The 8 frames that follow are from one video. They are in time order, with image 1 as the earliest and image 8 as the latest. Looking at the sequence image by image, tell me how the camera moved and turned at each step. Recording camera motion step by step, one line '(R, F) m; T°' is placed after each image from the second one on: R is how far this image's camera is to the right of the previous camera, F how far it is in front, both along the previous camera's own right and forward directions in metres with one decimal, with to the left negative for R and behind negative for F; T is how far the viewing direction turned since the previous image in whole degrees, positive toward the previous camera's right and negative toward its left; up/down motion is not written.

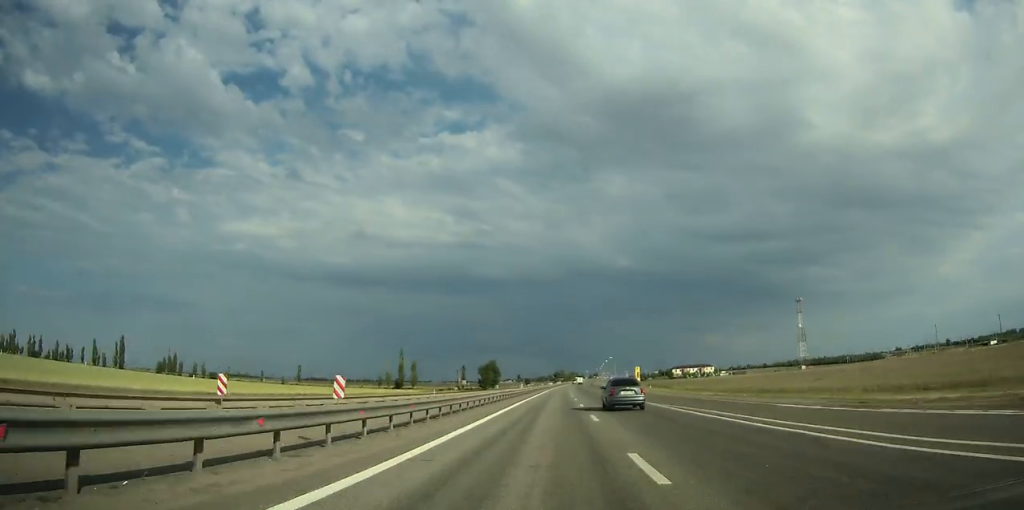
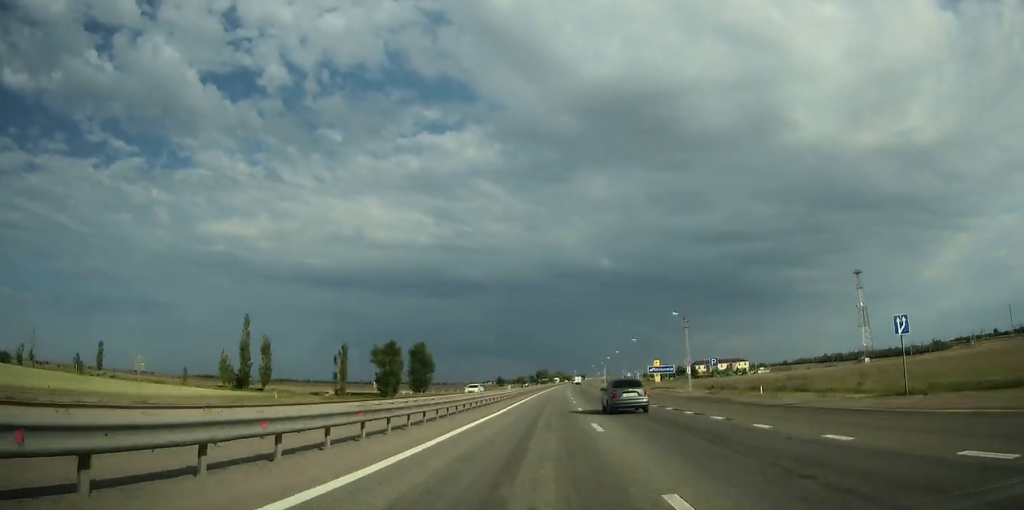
(+1.1, +114.9) m; +1°
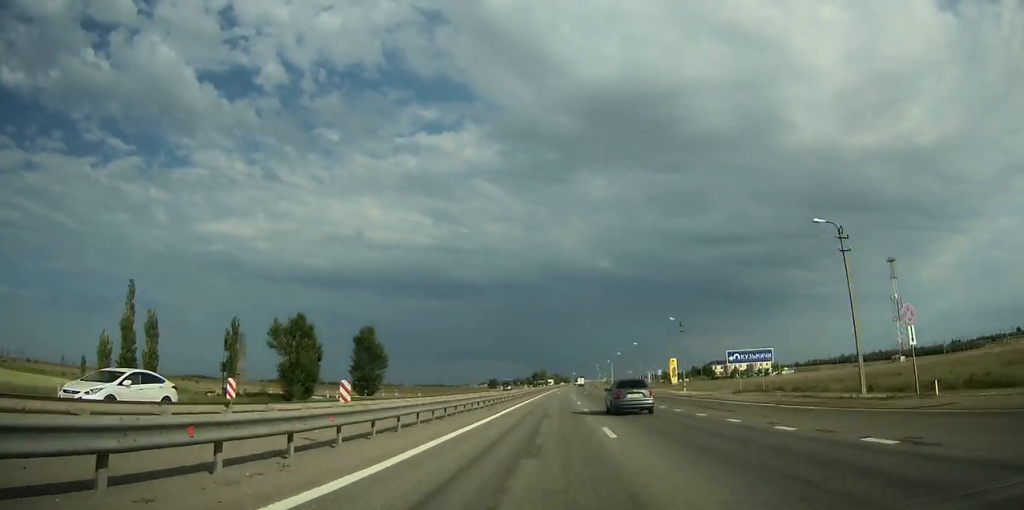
(+0.2, +38.7) m; 0°
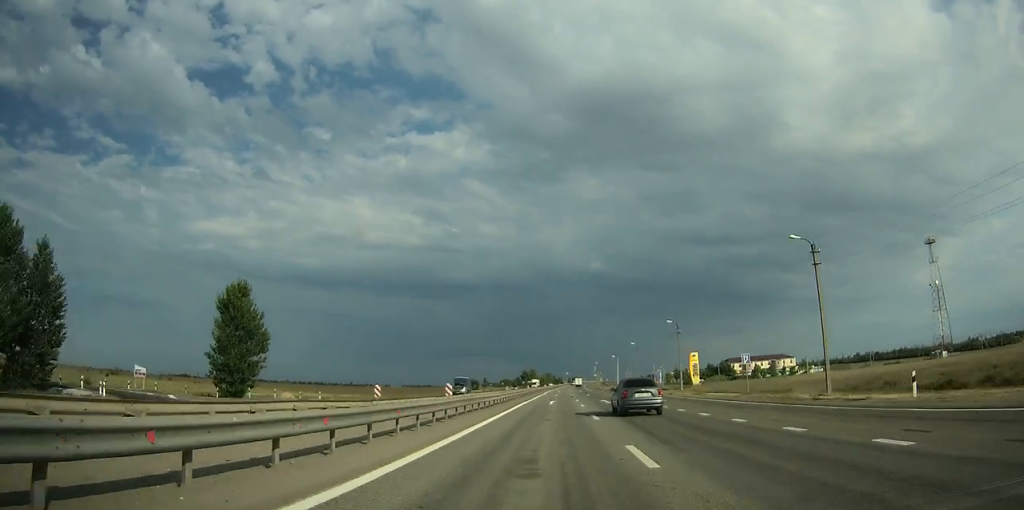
(+0.1, +41.4) m; 0°
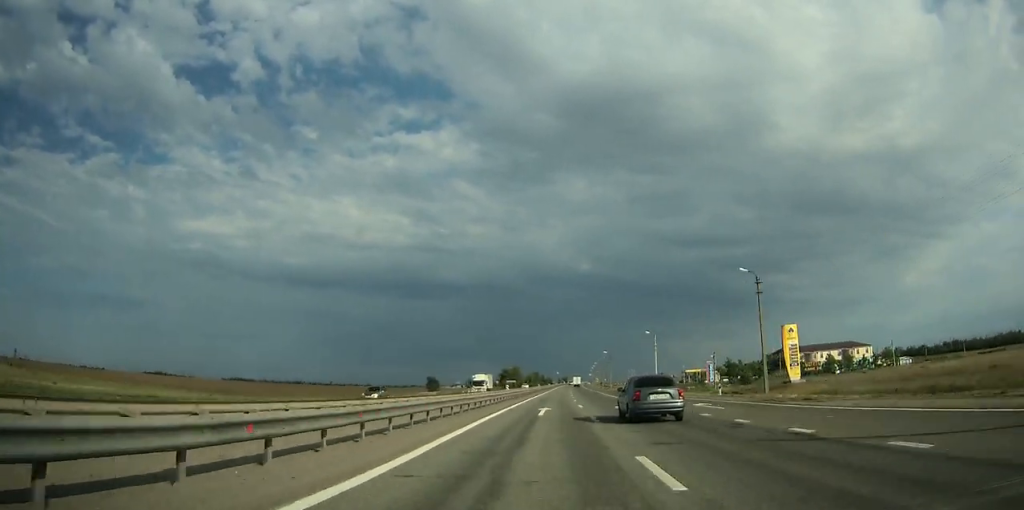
(+0.5, +72.7) m; +1°
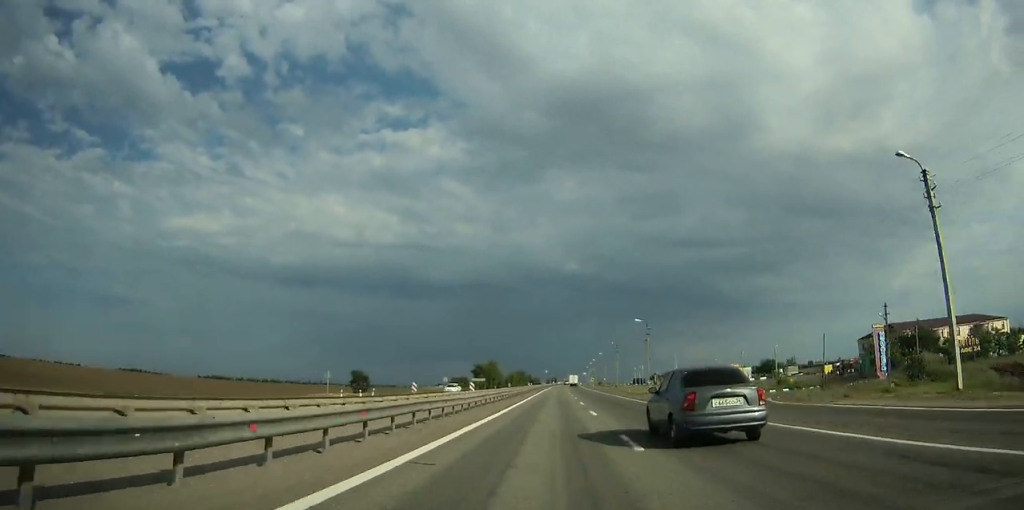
(+0.8, +64.8) m; +1°
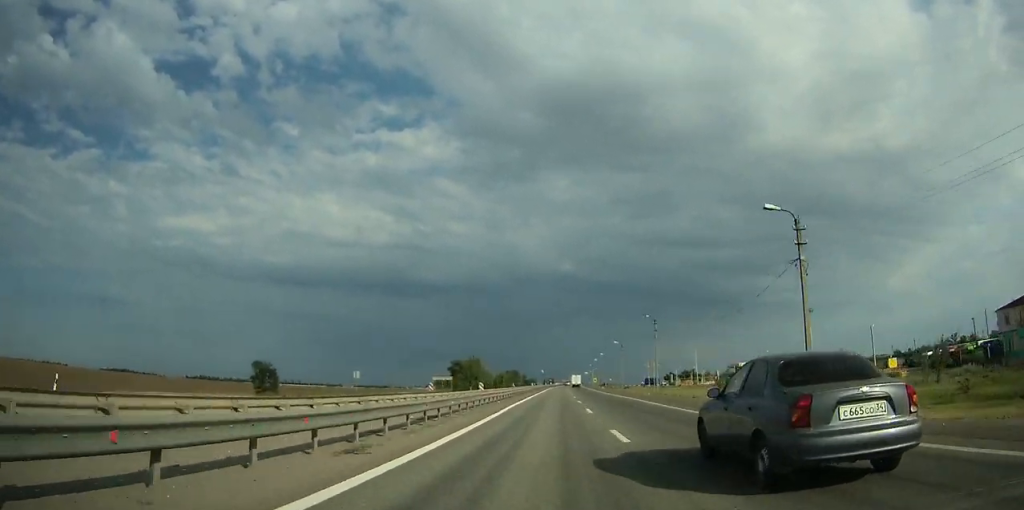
(+0.2, +44.4) m; 0°
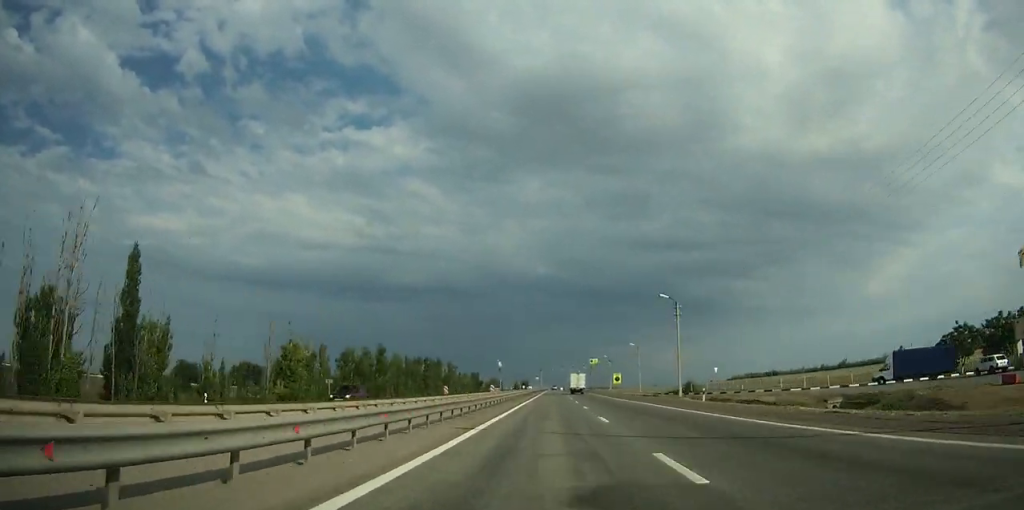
(+2.9, +197.6) m; +1°
